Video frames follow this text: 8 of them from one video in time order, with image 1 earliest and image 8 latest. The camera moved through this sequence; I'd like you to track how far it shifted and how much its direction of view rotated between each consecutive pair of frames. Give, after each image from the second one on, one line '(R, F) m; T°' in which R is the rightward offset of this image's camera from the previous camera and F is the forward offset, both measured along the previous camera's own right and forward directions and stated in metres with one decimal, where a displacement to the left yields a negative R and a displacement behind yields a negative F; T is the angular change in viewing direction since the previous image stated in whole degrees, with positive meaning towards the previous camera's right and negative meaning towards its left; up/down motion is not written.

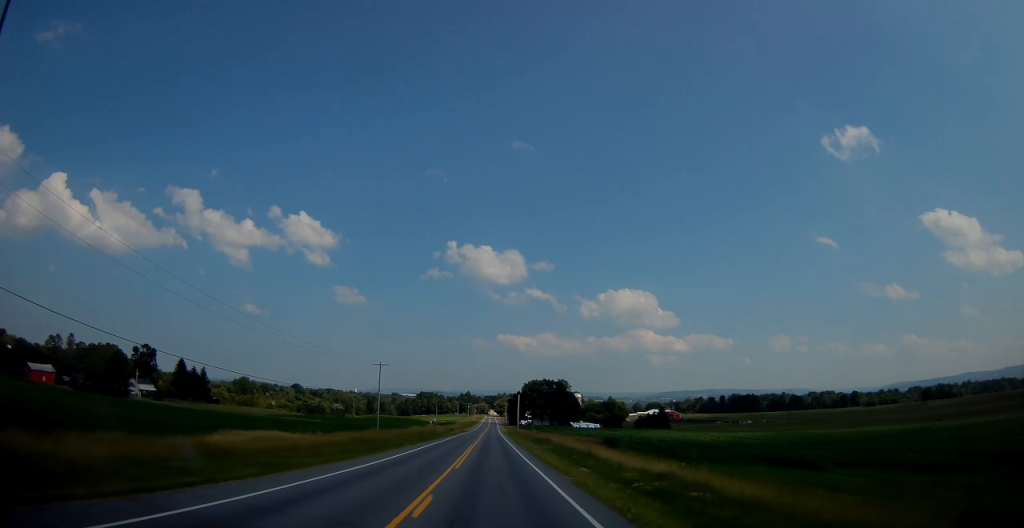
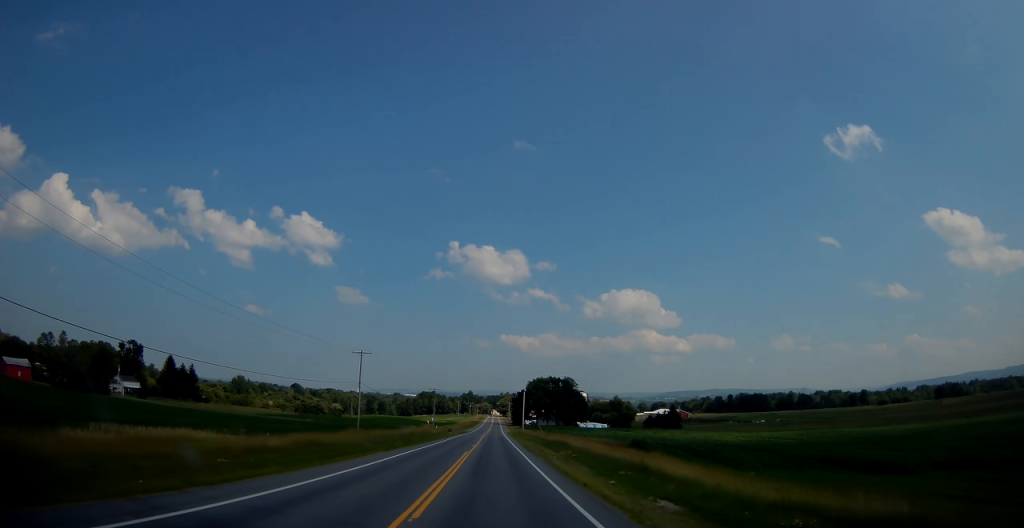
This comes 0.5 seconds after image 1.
(0.0, +13.4) m; 0°
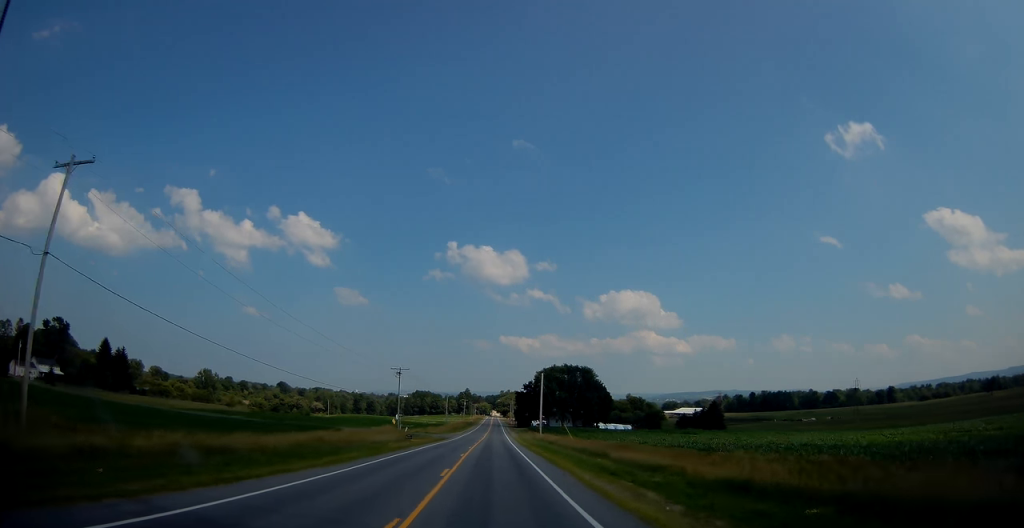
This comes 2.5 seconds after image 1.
(-0.8, +52.7) m; 0°
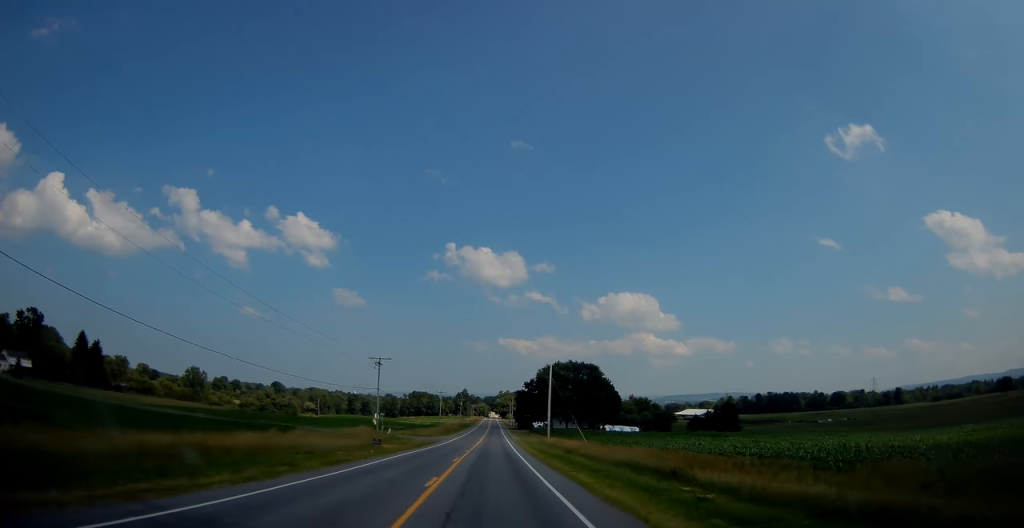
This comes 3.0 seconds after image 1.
(+0.2, +15.2) m; 0°
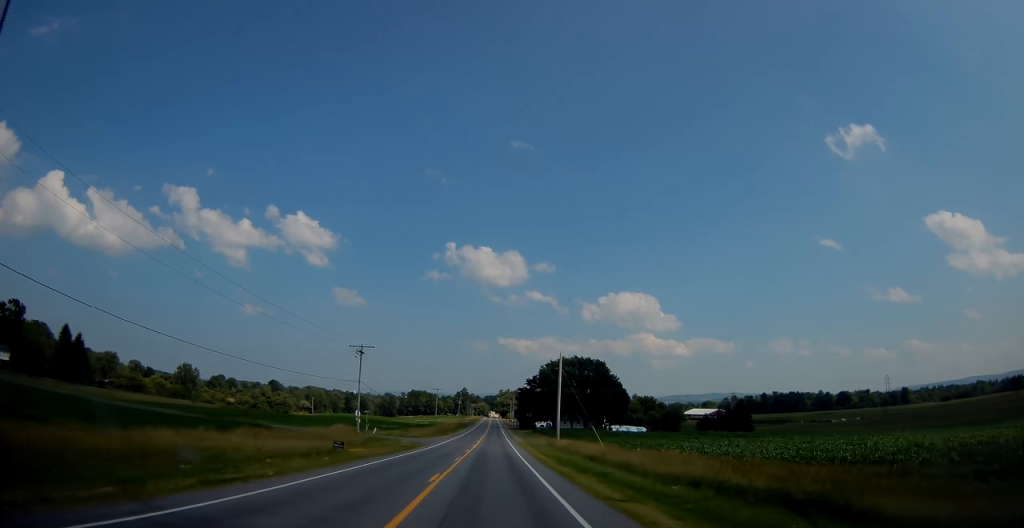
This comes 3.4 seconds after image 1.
(0.0, +10.7) m; 0°
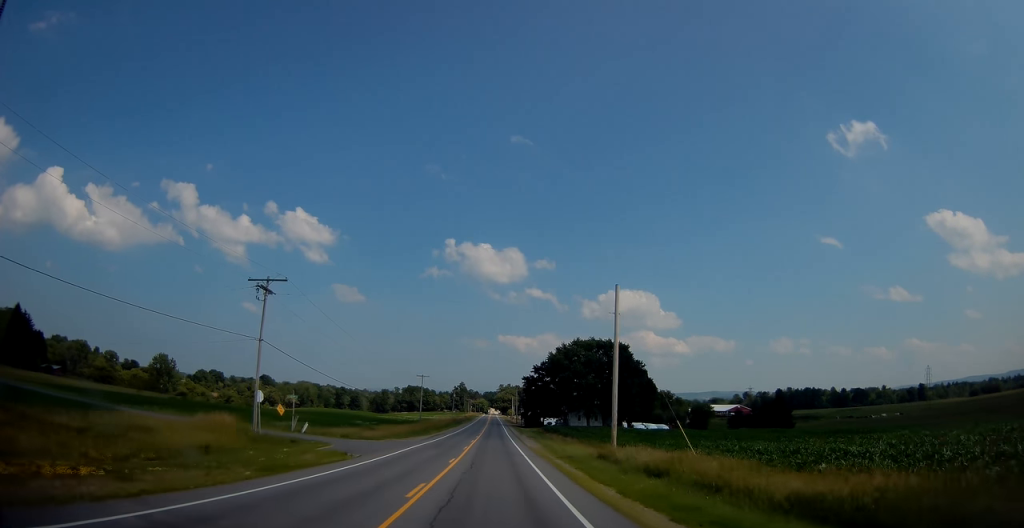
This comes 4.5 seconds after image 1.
(-0.1, +28.6) m; 0°
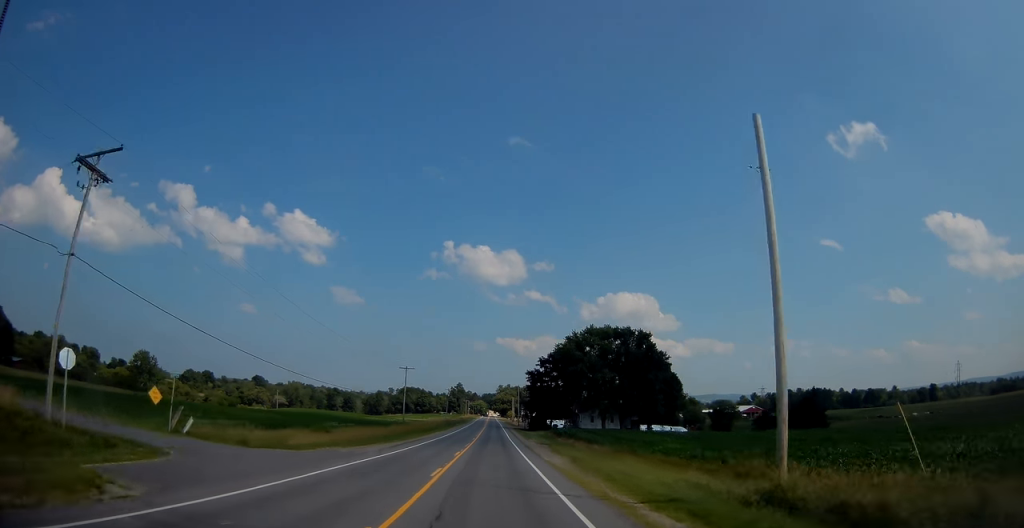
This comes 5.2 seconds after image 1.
(+0.1, +19.7) m; 0°
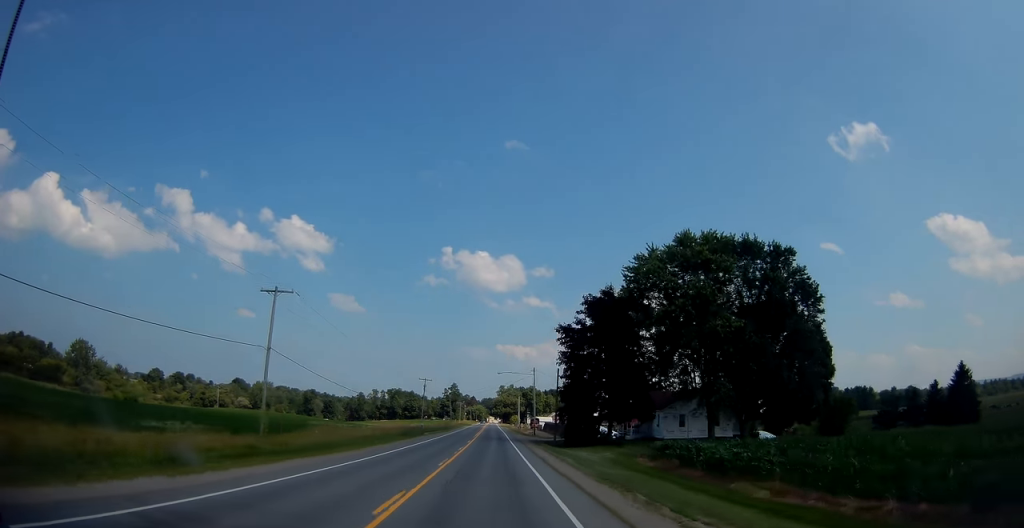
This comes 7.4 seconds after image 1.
(-0.1, +57.0) m; 0°
